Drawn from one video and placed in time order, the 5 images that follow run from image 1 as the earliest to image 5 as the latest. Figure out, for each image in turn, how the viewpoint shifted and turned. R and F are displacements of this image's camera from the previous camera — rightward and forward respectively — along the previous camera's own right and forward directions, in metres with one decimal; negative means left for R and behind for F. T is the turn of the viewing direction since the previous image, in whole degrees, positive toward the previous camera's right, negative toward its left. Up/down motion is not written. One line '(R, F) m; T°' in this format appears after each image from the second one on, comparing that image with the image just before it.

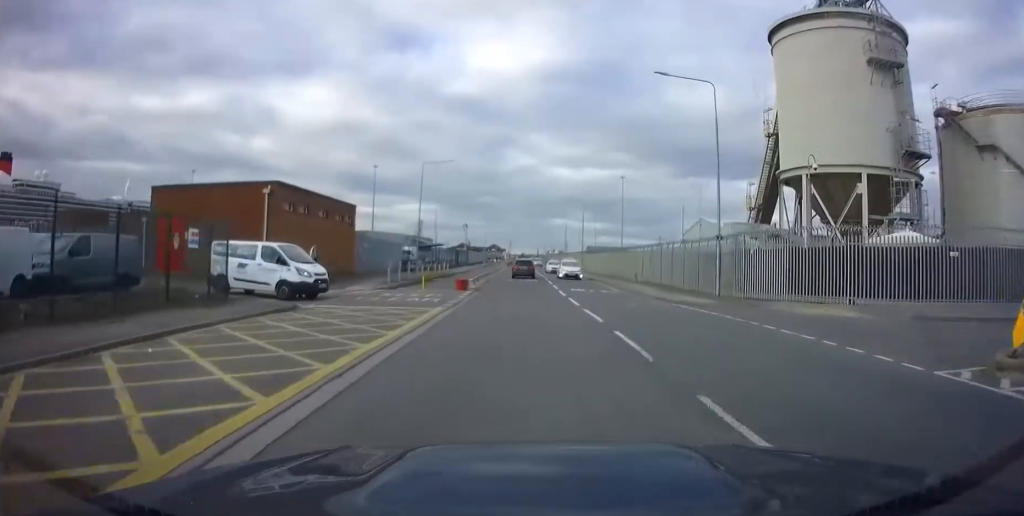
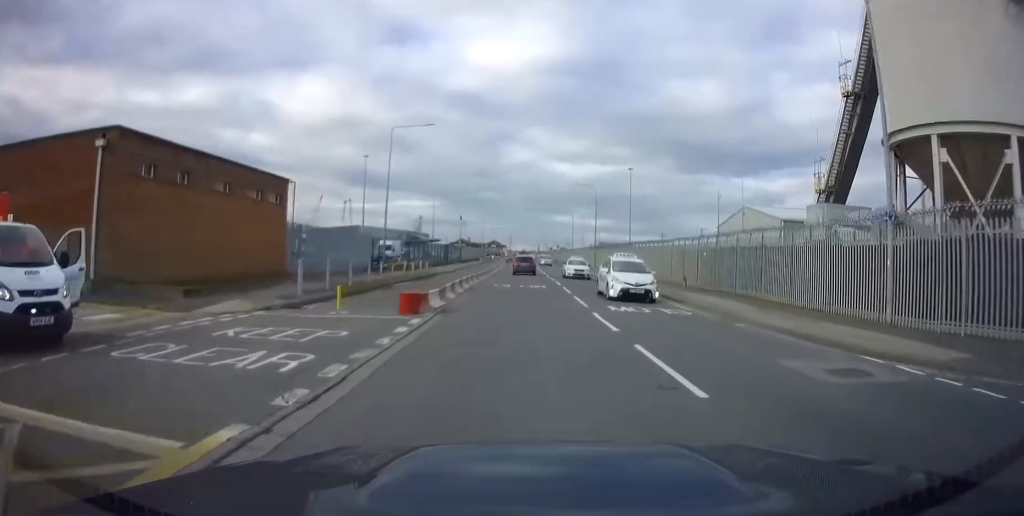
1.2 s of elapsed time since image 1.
(-0.3, +13.8) m; 0°
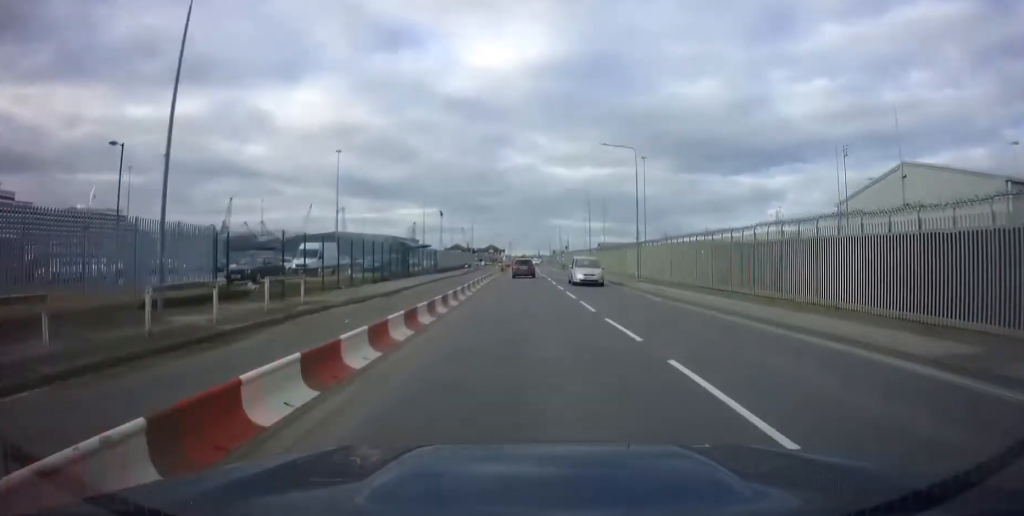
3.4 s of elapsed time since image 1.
(+0.8, +26.3) m; +1°
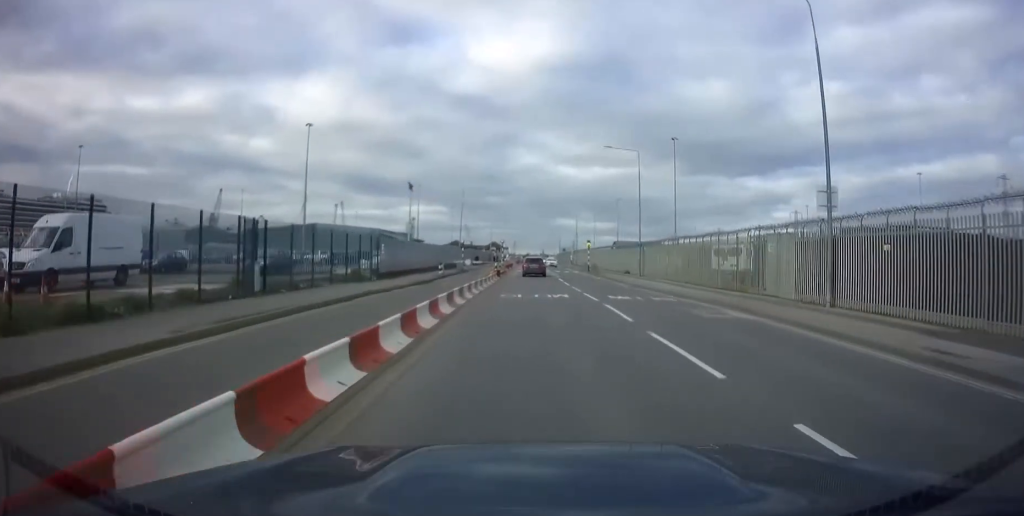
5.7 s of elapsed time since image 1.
(+0.5, +29.0) m; +1°
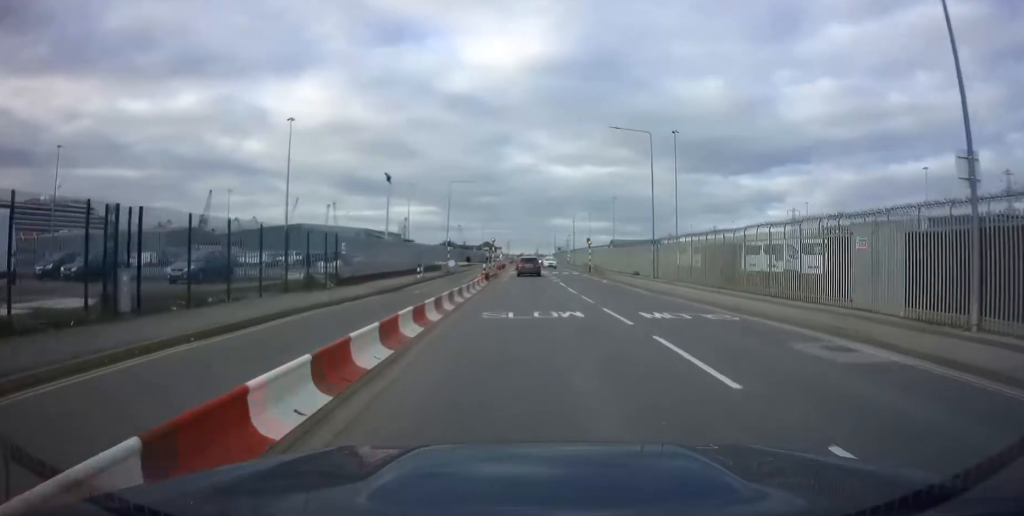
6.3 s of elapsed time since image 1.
(-0.2, +7.3) m; -1°
